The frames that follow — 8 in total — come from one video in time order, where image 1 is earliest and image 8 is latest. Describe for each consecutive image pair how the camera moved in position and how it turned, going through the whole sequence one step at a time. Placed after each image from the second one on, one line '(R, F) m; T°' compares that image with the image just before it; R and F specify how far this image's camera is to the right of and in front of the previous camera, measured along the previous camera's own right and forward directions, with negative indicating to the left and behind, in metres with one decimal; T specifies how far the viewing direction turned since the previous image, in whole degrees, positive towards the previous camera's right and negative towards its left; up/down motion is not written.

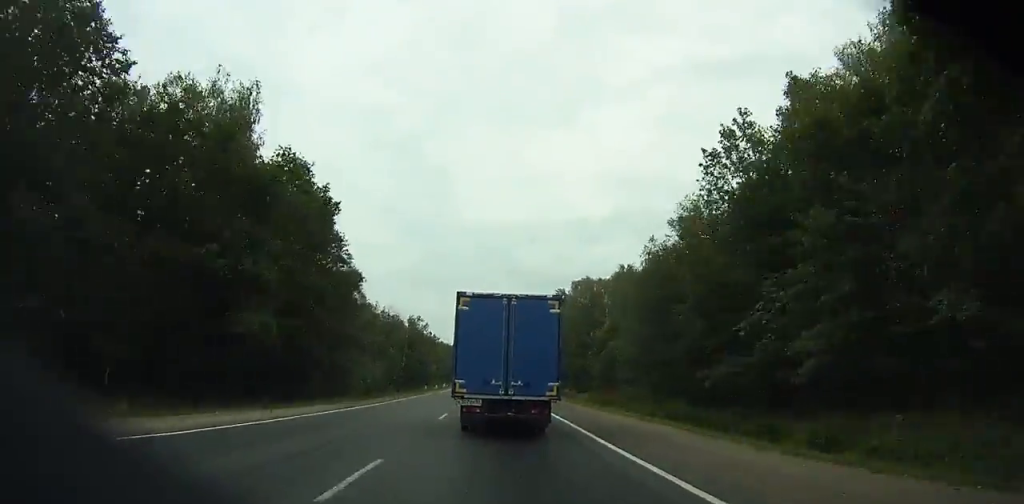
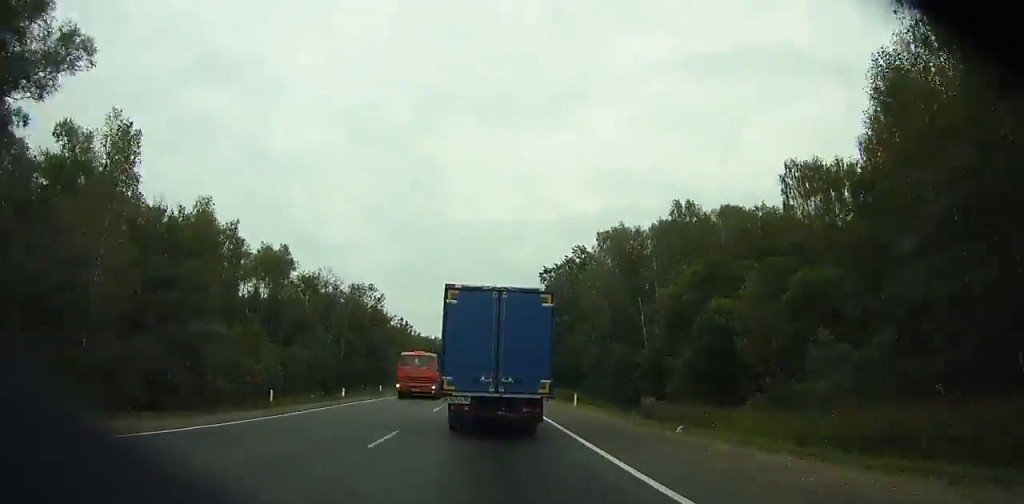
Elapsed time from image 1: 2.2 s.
(+0.4, +45.2) m; +1°
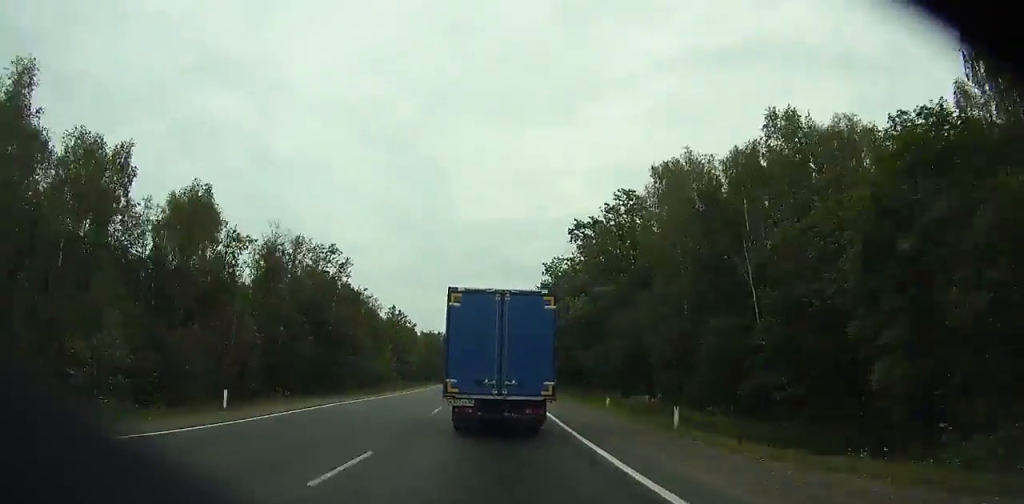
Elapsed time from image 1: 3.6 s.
(+0.2, +29.0) m; 0°
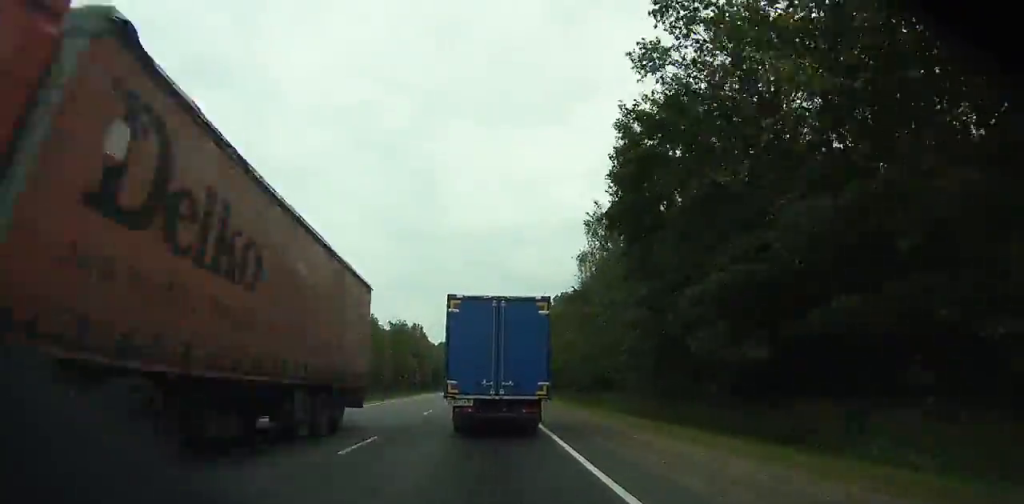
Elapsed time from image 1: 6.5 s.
(+0.1, +61.3) m; +1°
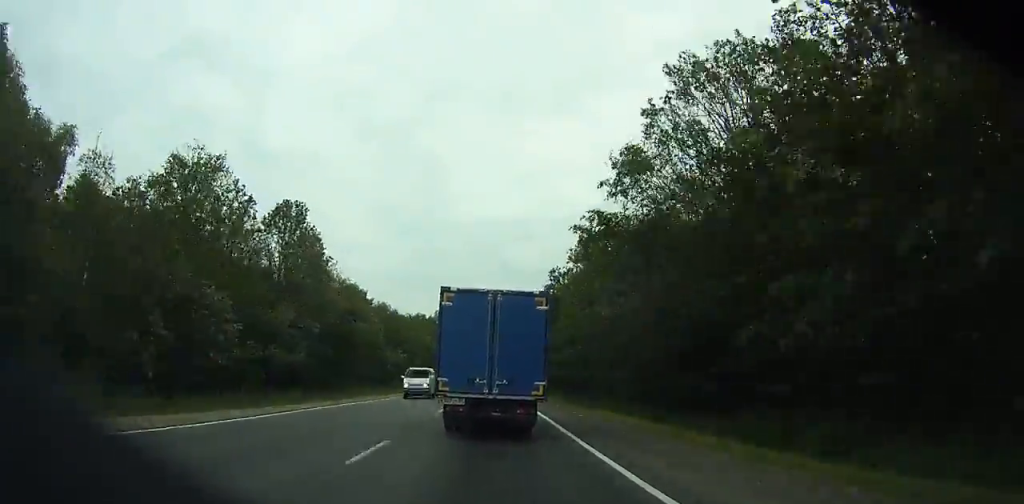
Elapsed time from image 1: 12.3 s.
(-2.1, +113.2) m; -6°
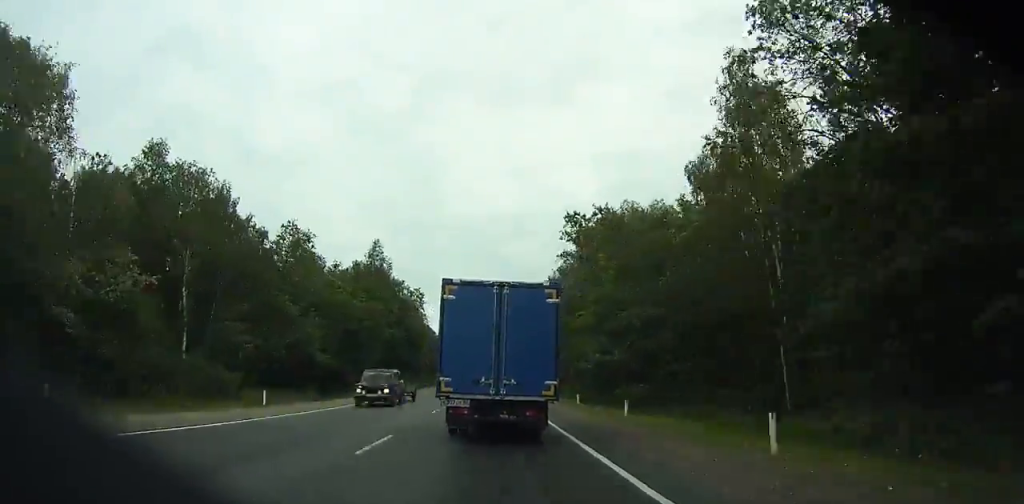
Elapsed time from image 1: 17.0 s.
(-1.0, +75.7) m; +2°
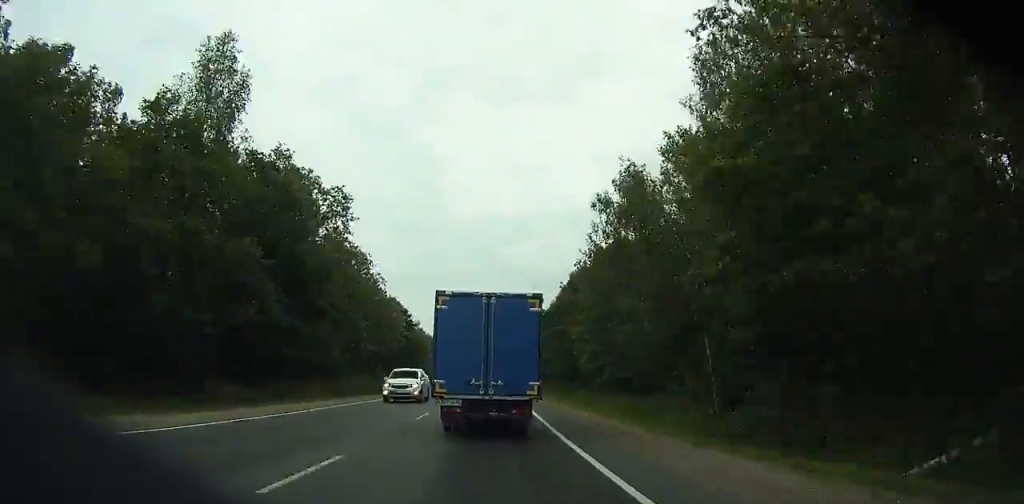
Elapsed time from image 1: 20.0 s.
(+1.3, +47.5) m; +2°
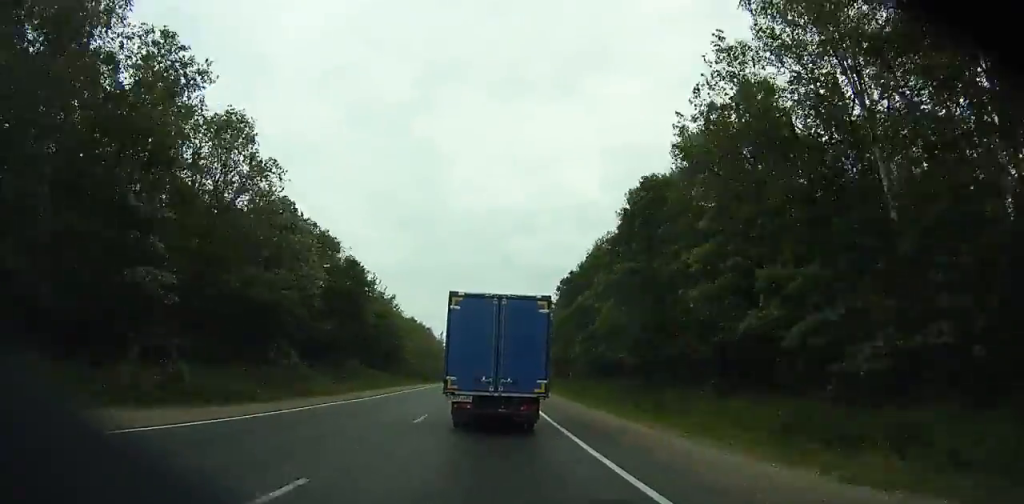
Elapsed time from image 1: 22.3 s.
(0.0, +36.7) m; 0°
